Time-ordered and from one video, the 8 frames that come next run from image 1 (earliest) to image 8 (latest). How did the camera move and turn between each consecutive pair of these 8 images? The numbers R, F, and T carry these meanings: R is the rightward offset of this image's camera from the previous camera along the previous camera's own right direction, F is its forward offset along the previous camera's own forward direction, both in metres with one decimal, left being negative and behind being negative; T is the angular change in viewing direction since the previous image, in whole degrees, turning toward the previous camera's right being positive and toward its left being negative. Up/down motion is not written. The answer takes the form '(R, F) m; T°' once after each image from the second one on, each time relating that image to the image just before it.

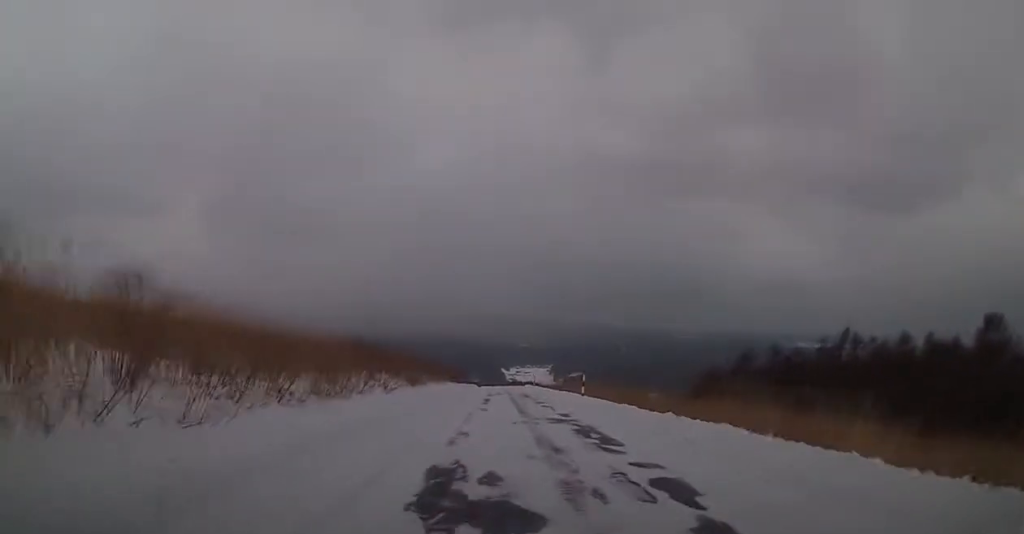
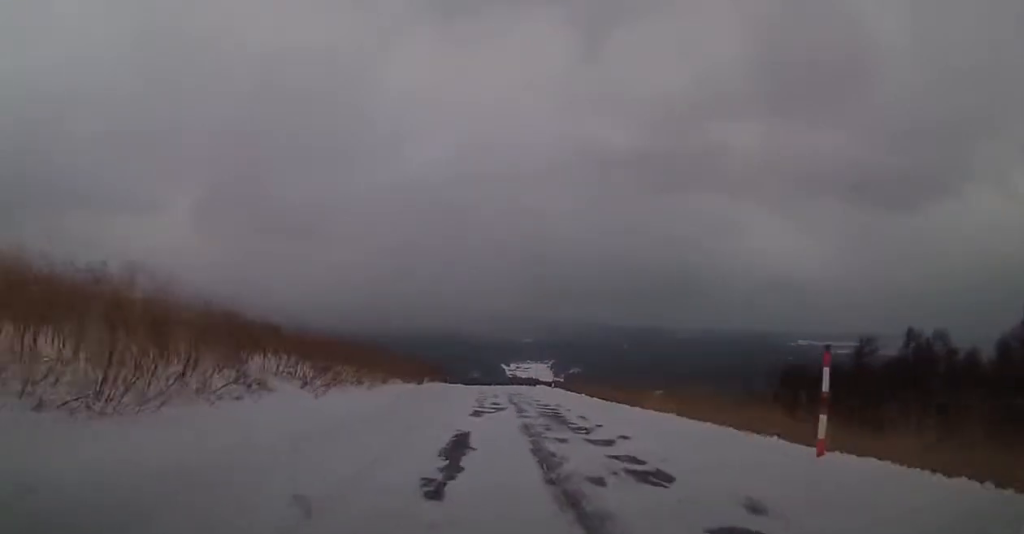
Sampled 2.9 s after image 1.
(-0.6, +26.7) m; -4°
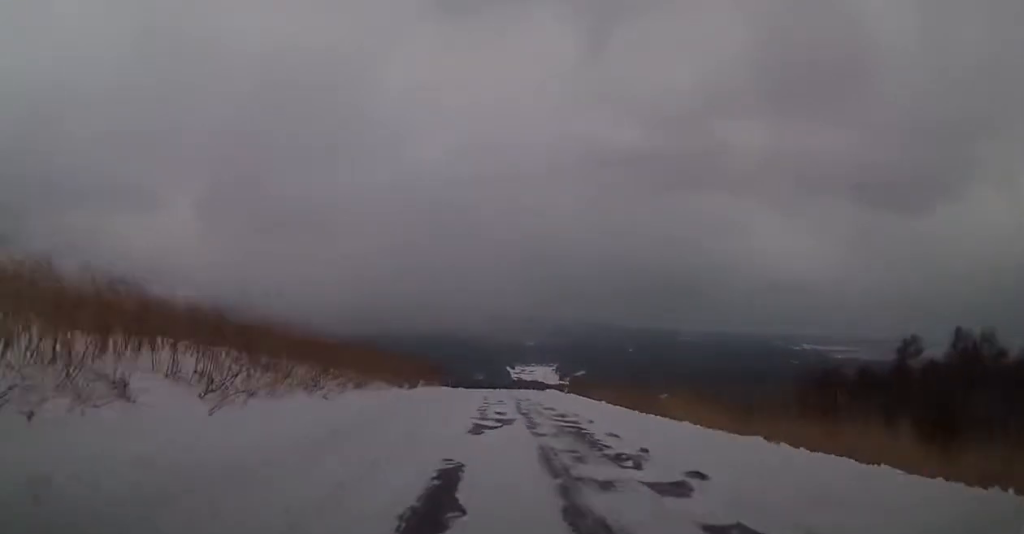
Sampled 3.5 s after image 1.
(0.0, +5.4) m; +1°
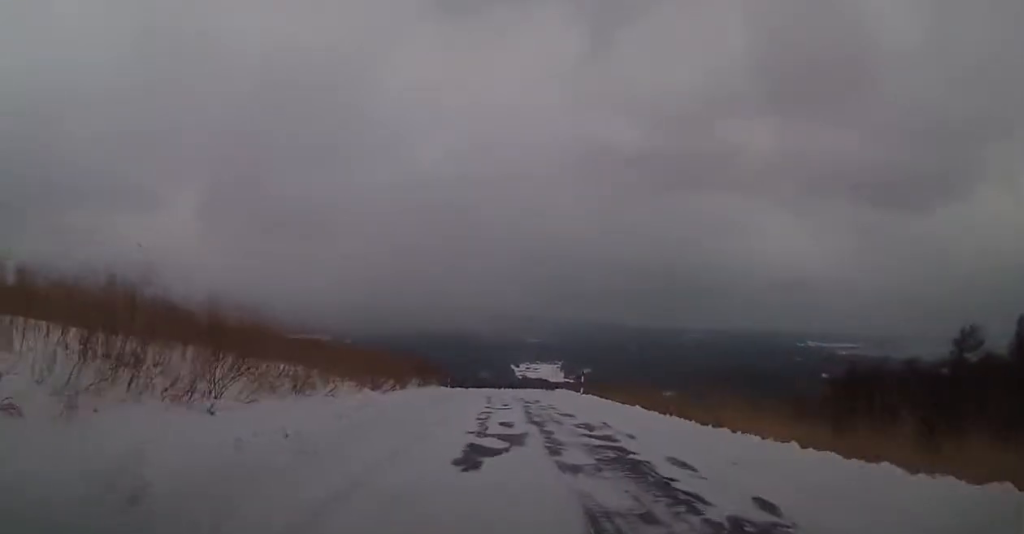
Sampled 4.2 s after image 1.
(+0.2, +6.3) m; +2°
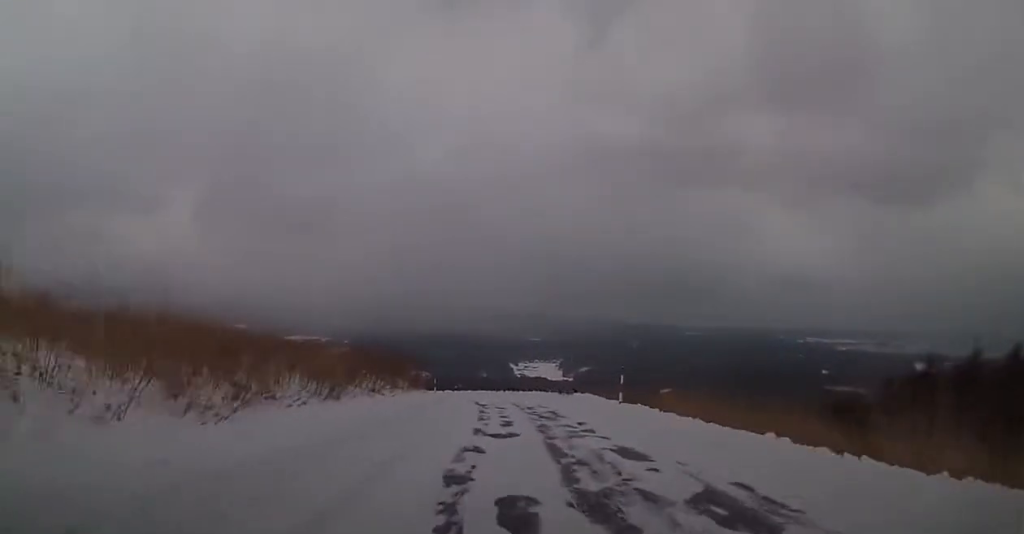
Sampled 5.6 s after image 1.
(+0.1, +12.2) m; +1°
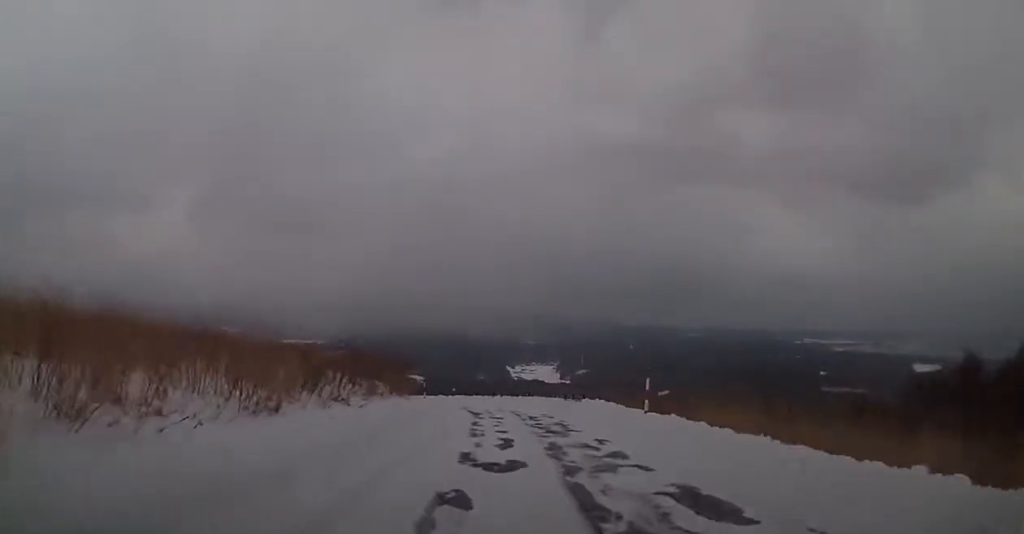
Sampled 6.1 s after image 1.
(0.0, +4.8) m; 0°
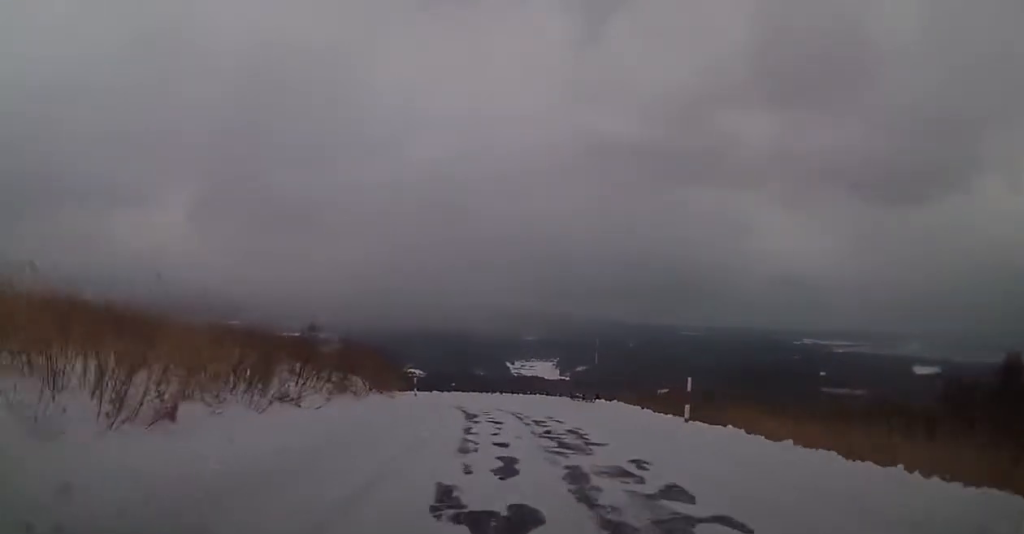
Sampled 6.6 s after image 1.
(0.0, +4.5) m; 0°
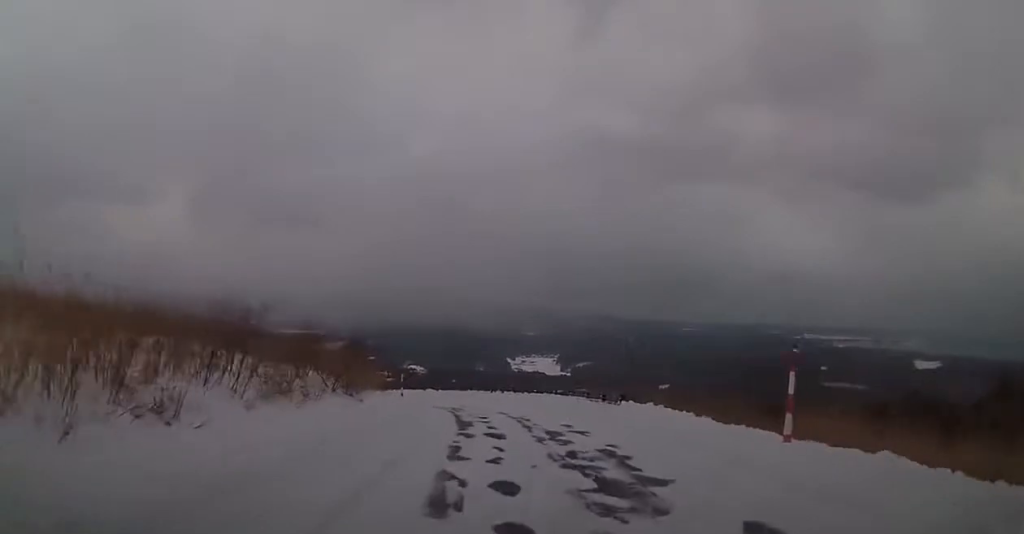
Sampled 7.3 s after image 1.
(0.0, +5.7) m; 0°
